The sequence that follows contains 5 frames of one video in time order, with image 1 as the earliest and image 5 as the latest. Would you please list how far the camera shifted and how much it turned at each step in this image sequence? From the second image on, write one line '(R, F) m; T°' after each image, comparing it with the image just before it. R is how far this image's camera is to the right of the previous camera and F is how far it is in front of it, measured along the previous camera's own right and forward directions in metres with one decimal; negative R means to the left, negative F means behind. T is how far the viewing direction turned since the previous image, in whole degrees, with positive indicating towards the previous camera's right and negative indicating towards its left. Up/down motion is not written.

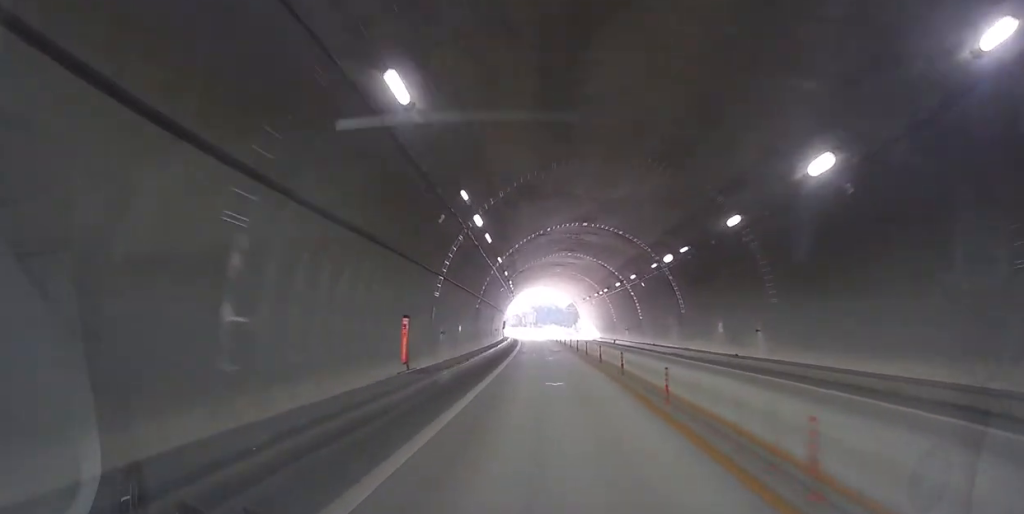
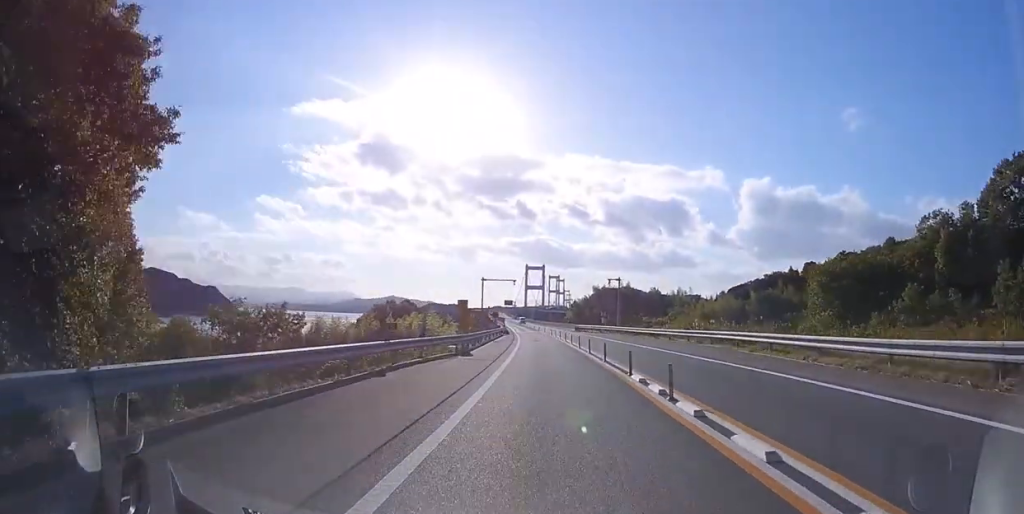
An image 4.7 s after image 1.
(-0.1, +106.9) m; -7°
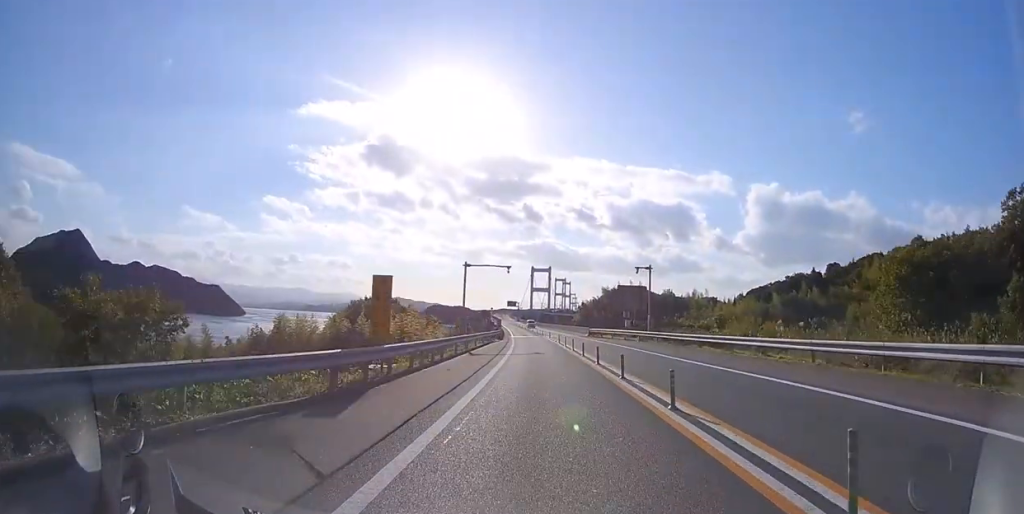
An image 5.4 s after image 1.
(-1.5, +15.8) m; -5°
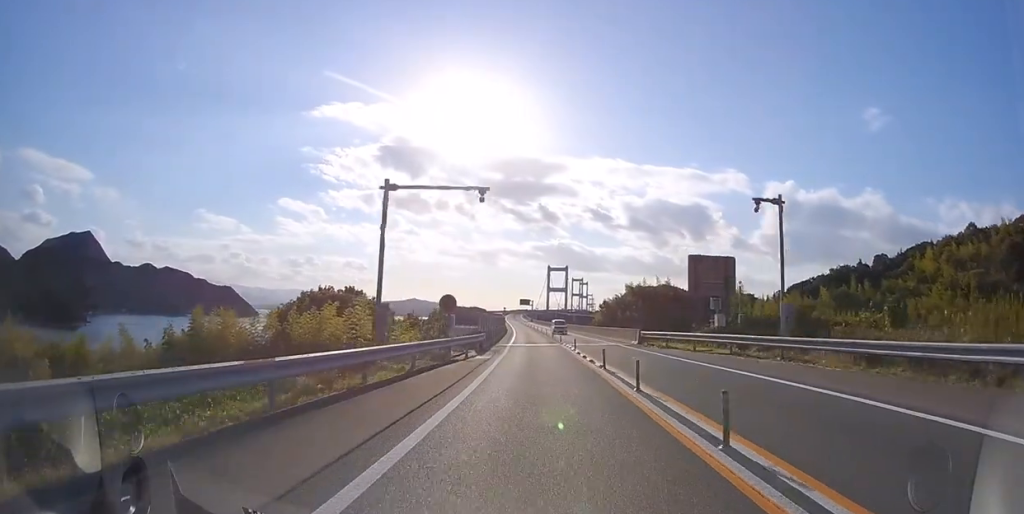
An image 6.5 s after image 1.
(-1.2, +25.1) m; -1°
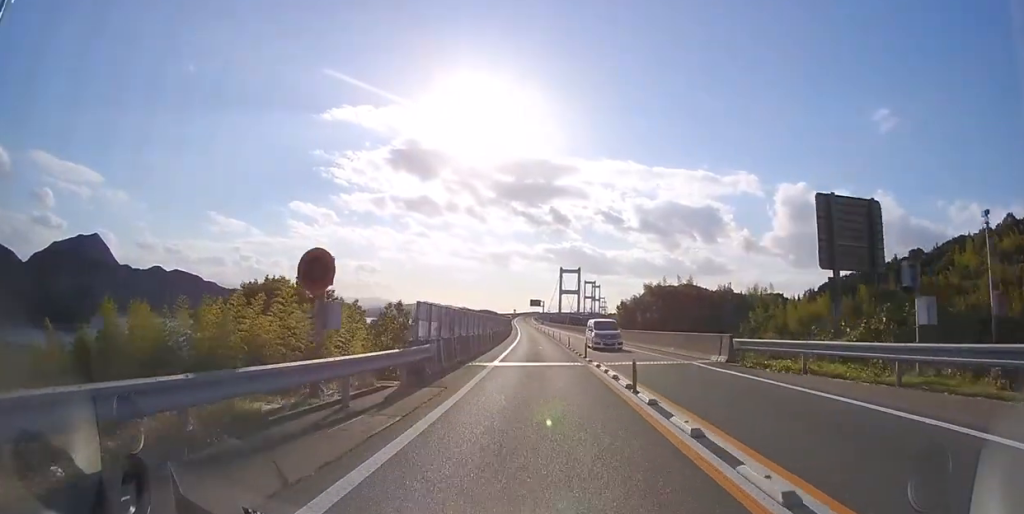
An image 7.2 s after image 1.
(+0.3, +16.0) m; +1°
